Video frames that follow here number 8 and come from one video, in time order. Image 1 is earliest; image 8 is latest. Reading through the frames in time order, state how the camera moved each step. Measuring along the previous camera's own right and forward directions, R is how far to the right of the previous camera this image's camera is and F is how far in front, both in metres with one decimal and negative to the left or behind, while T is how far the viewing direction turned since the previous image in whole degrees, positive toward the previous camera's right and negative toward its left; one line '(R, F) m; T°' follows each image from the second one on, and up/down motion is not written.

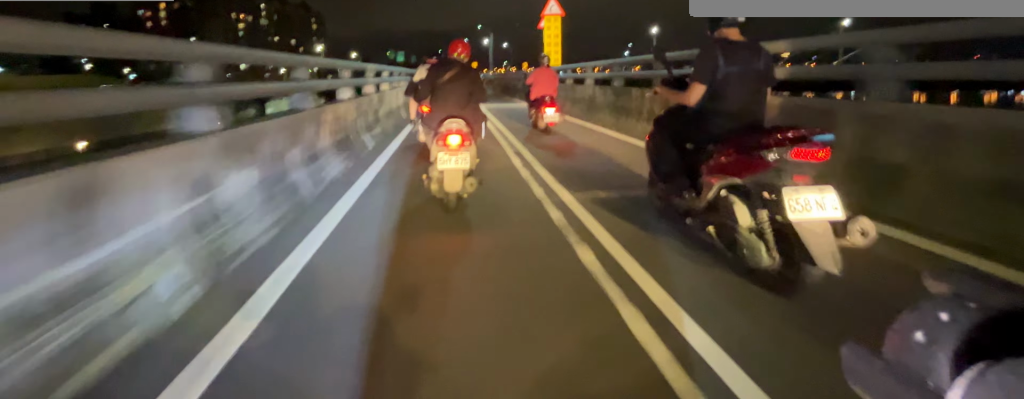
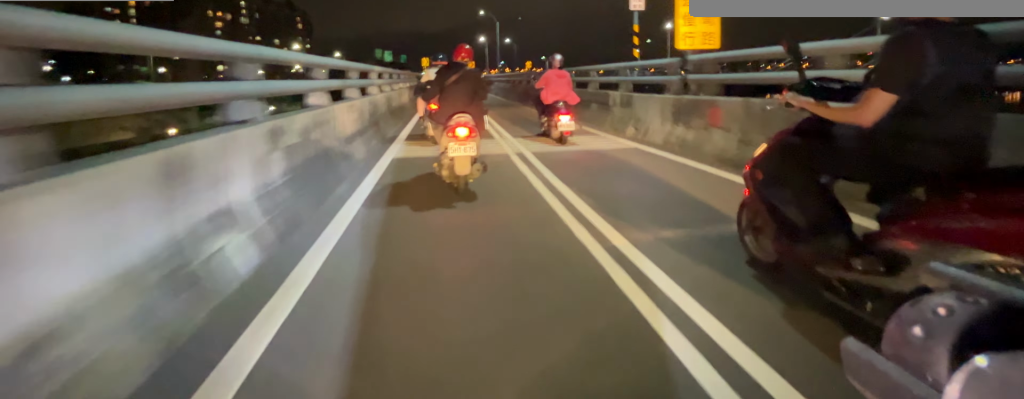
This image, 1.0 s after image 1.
(+0.1, +10.4) m; +2°
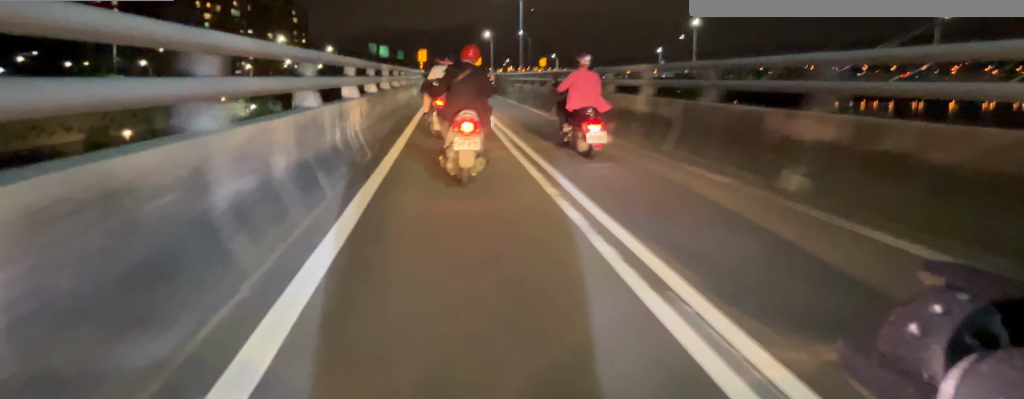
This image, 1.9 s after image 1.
(+0.2, +9.0) m; +1°
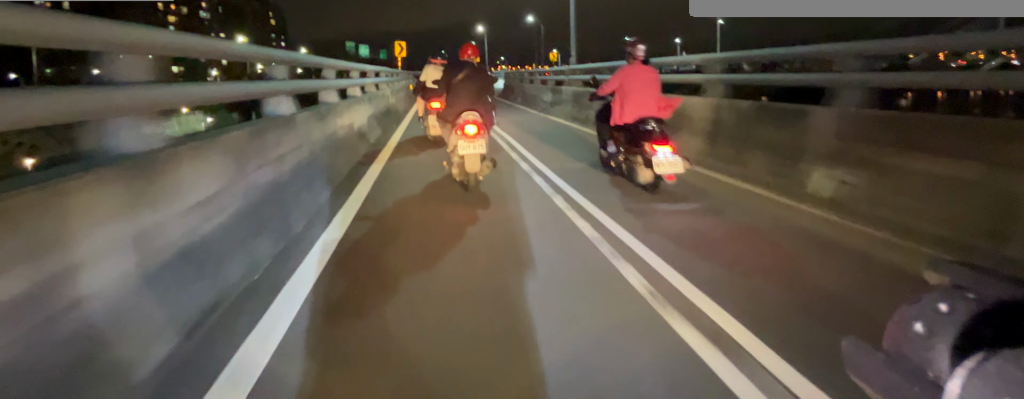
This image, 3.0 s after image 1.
(0.0, +10.0) m; 0°
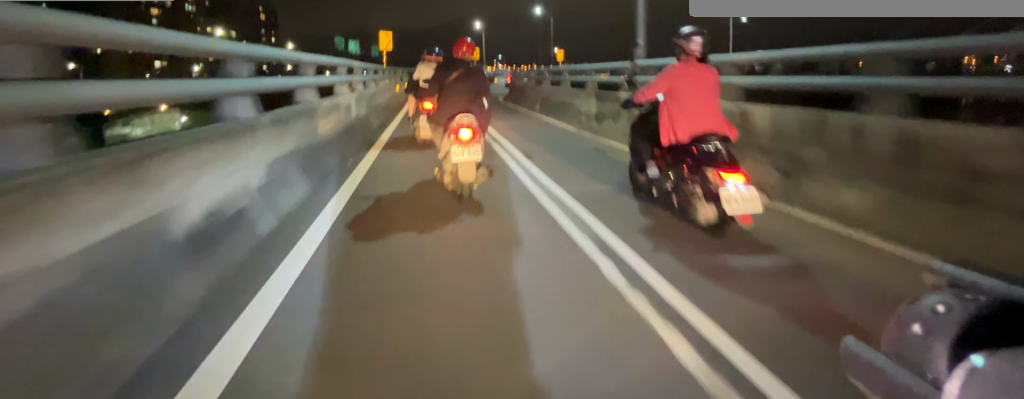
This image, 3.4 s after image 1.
(0.0, +4.0) m; 0°
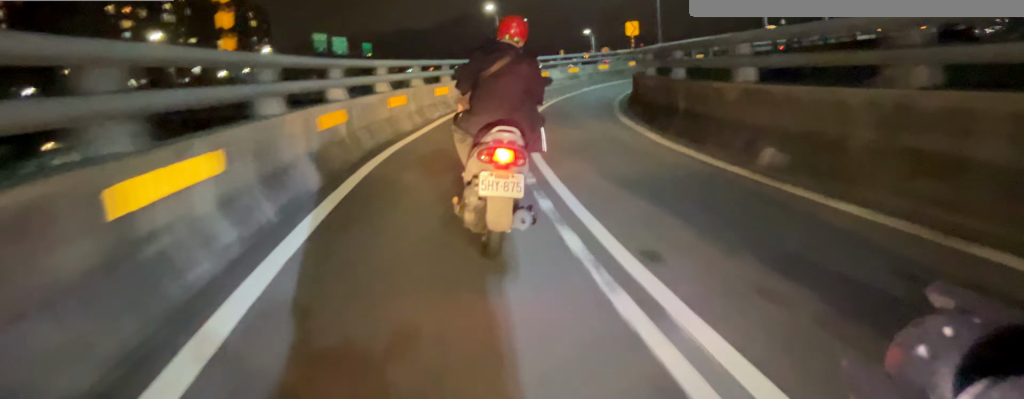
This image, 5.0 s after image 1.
(+1.1, +13.8) m; +15°
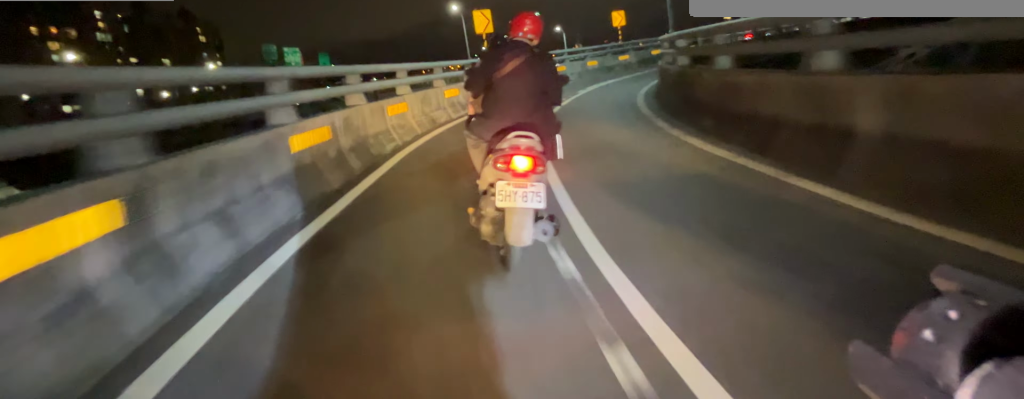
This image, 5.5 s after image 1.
(+0.4, +3.4) m; +5°
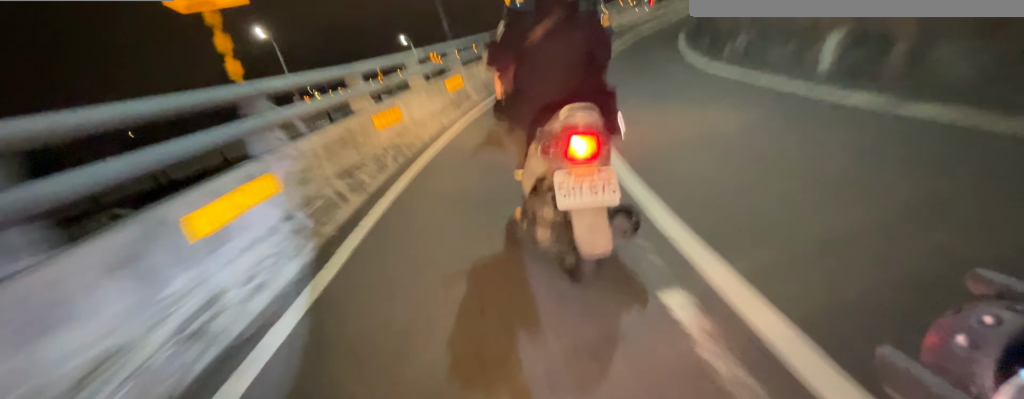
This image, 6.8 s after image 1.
(+1.1, +9.3) m; +33°
